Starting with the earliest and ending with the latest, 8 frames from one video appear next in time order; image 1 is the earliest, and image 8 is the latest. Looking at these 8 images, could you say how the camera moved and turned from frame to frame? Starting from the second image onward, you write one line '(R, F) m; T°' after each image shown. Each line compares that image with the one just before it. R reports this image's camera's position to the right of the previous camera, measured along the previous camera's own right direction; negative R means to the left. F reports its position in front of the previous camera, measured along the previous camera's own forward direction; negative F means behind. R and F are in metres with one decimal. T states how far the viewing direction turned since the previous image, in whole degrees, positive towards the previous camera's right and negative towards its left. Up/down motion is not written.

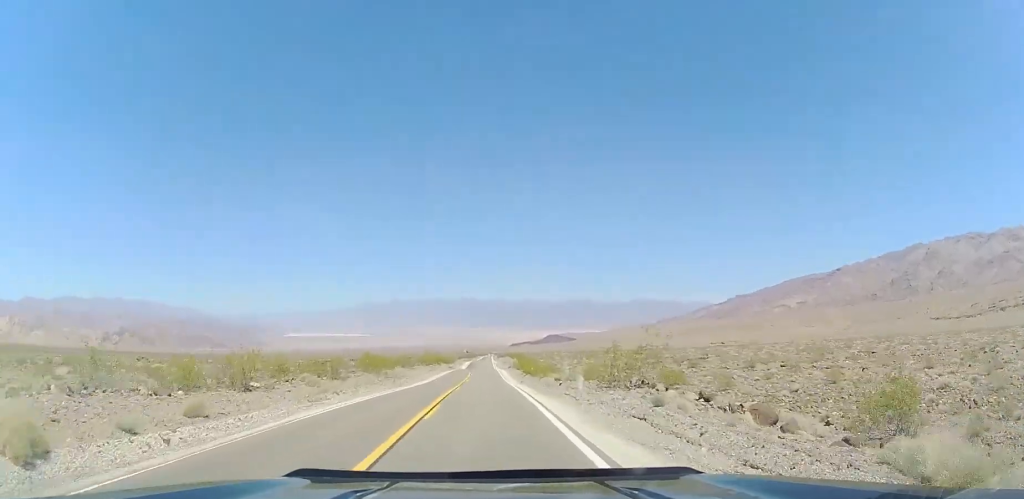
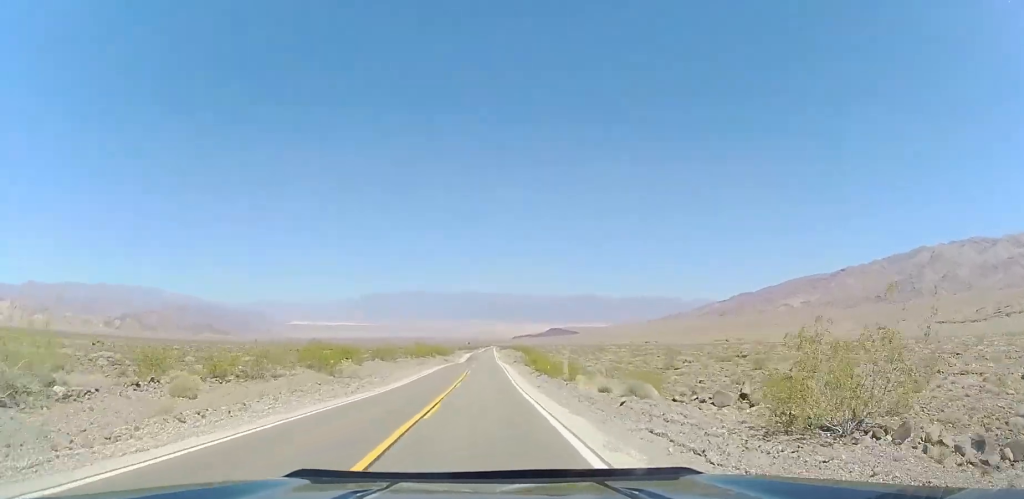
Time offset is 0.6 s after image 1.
(-0.1, +14.7) m; 0°
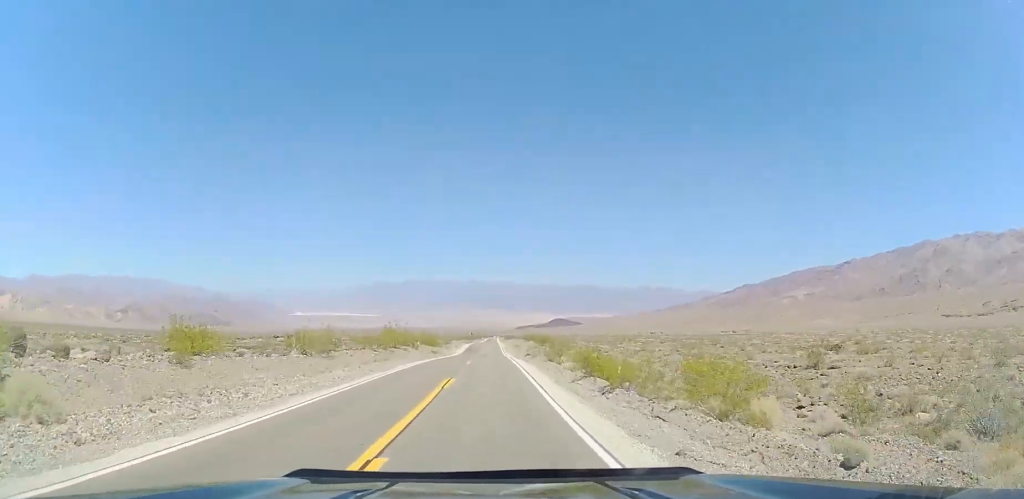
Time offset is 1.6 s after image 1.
(+0.1, +25.3) m; -1°
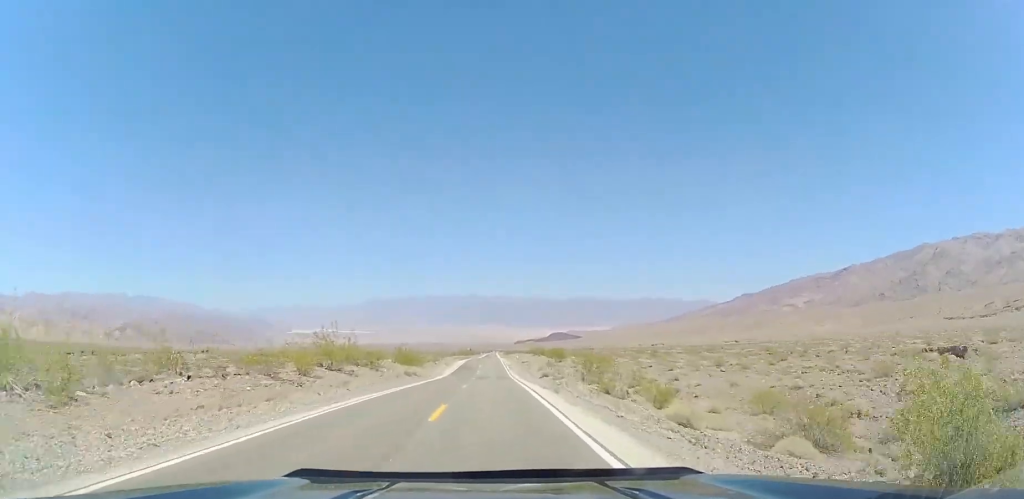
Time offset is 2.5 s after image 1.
(-0.4, +21.8) m; 0°
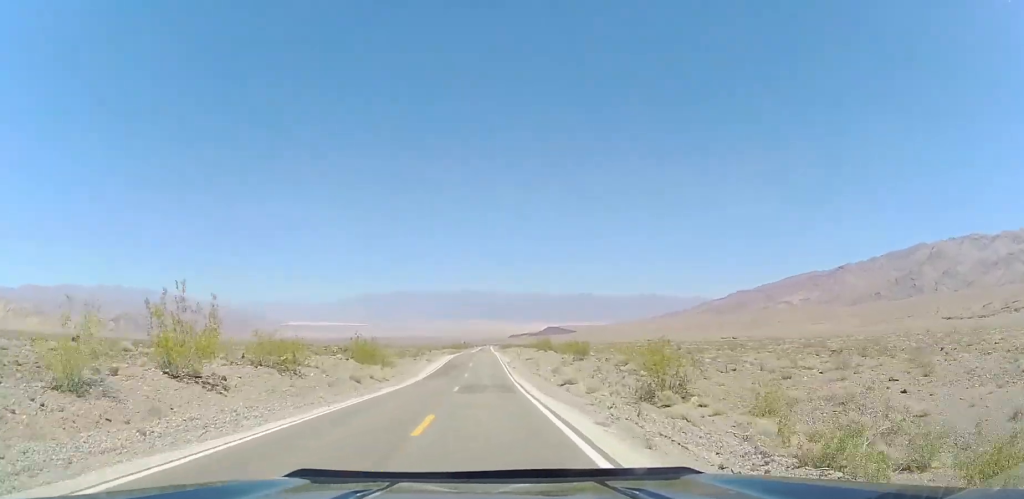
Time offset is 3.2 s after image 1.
(+0.4, +16.8) m; +1°
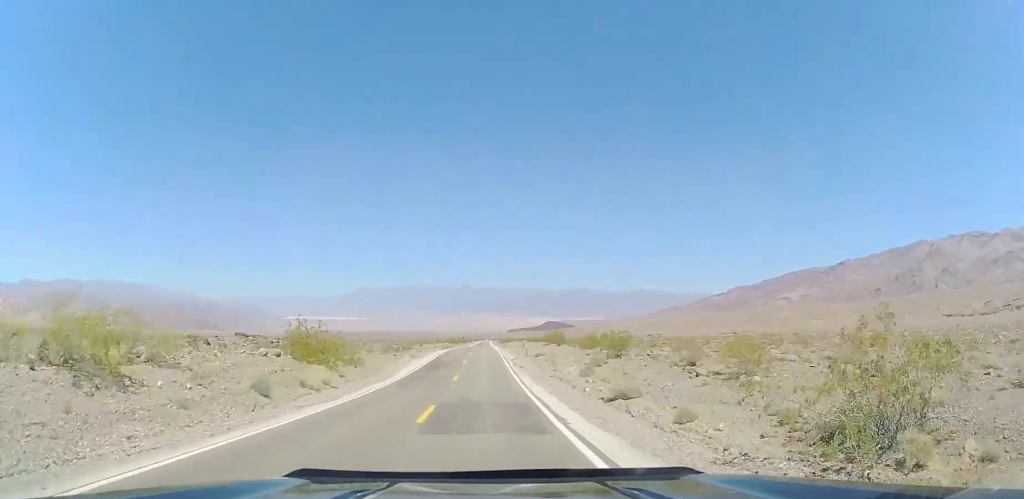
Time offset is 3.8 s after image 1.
(+0.1, +12.8) m; 0°
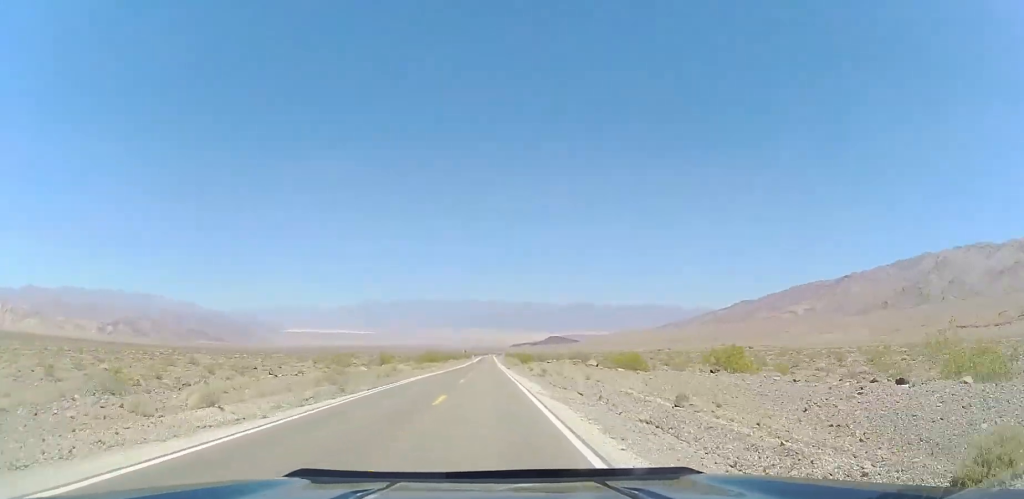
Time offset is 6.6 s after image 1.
(-0.5, +68.2) m; -1°
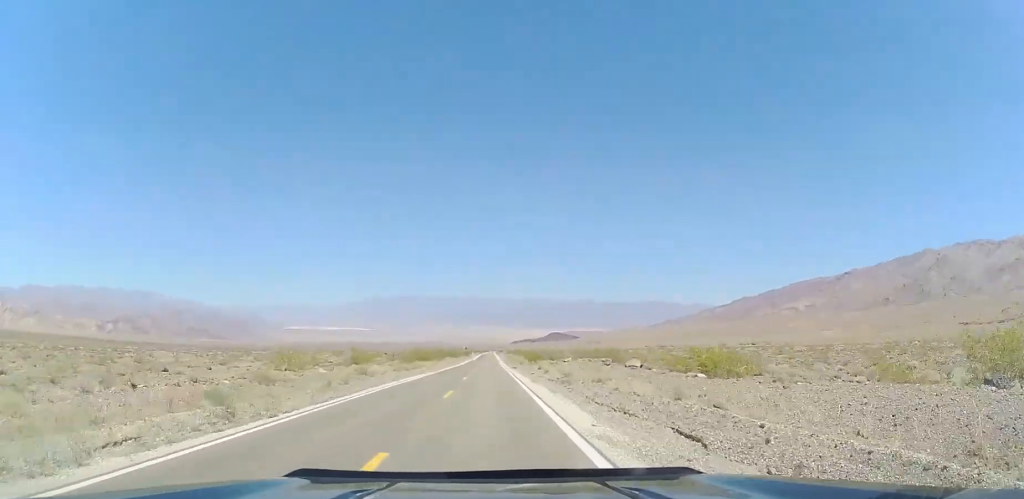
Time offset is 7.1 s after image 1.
(-0.1, +12.4) m; 0°
